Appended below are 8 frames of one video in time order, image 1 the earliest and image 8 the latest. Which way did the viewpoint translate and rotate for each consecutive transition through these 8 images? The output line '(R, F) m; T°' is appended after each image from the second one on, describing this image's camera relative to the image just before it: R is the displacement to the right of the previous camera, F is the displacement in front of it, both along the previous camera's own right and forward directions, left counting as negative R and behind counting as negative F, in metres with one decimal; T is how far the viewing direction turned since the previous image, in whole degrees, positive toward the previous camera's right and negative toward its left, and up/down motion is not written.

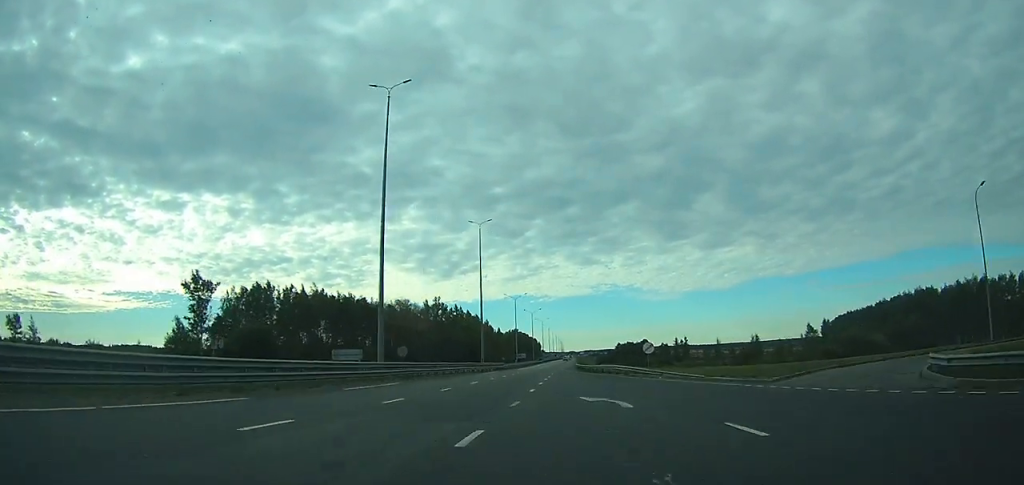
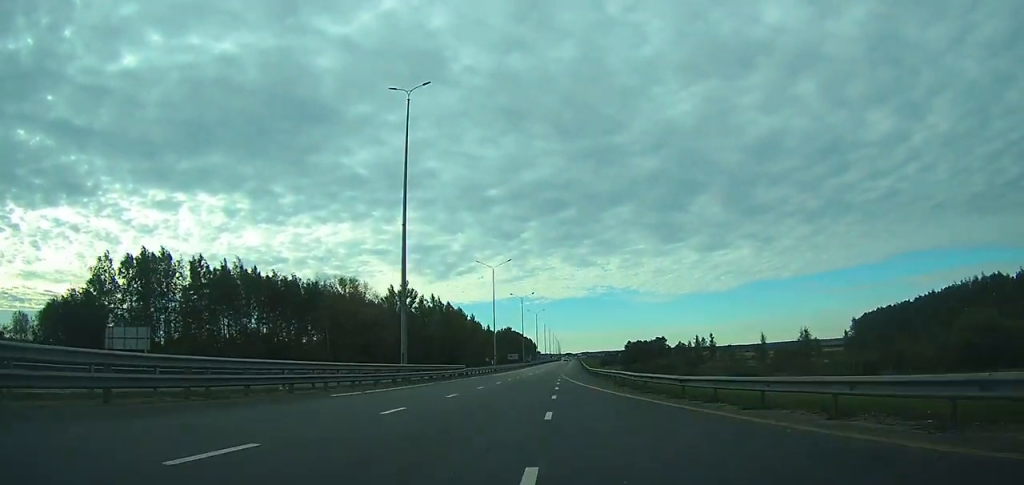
(+0.3, +45.1) m; +1°
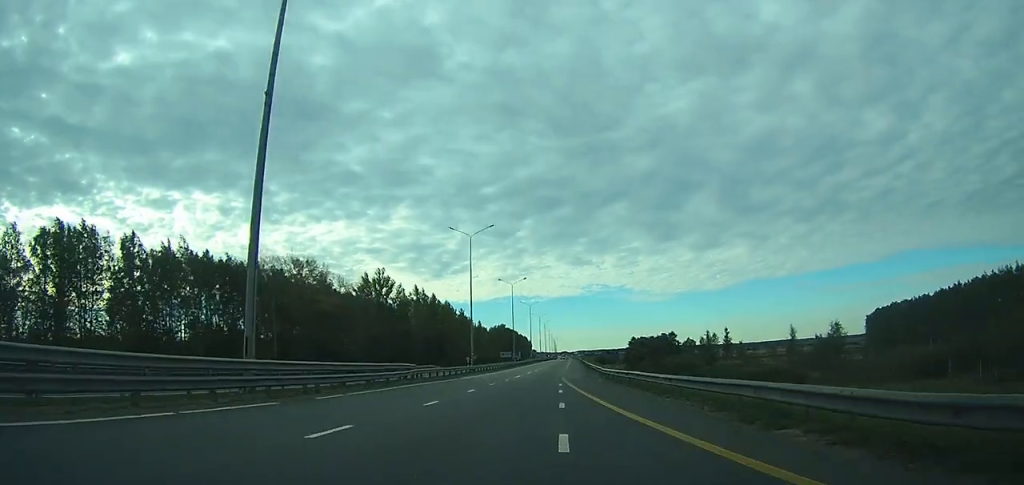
(0.0, +21.7) m; 0°
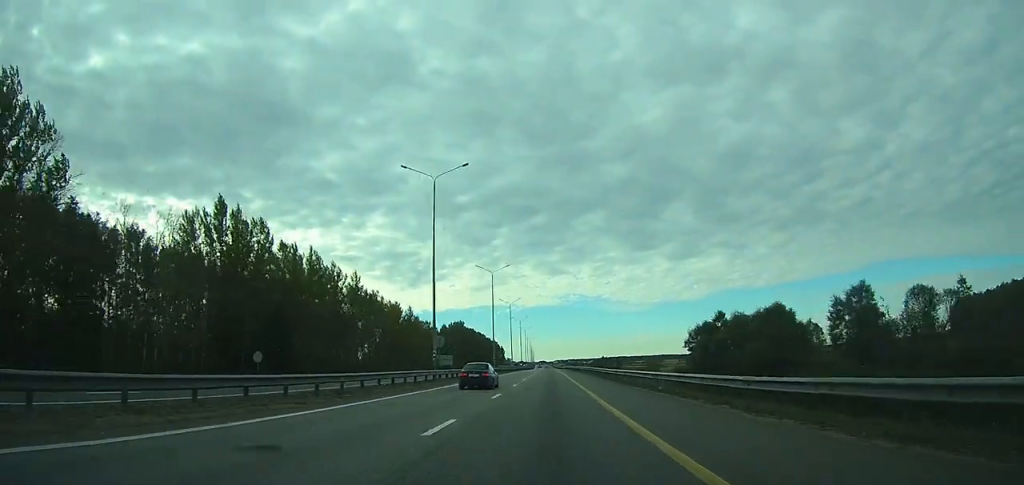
(+1.4, +113.6) m; +2°
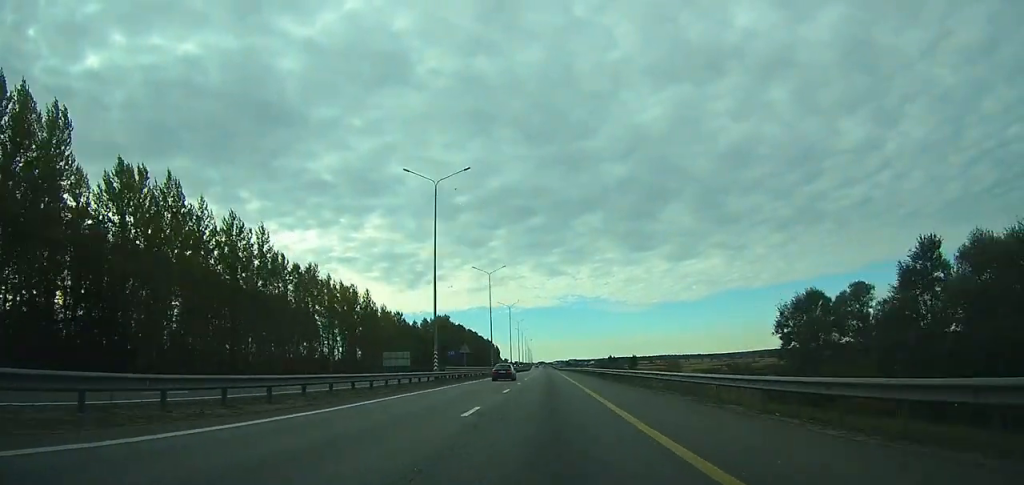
(0.0, +45.0) m; 0°
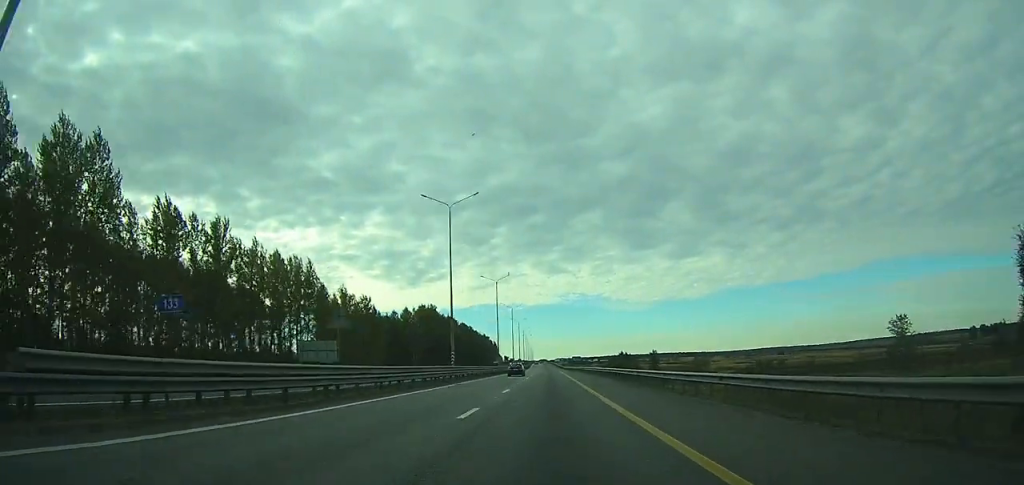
(+0.1, +37.7) m; 0°
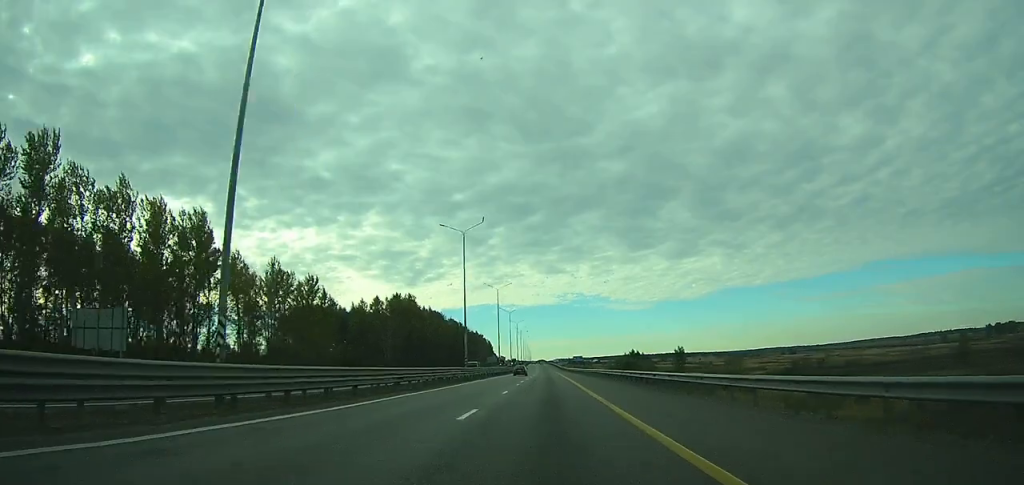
(-0.1, +36.6) m; 0°
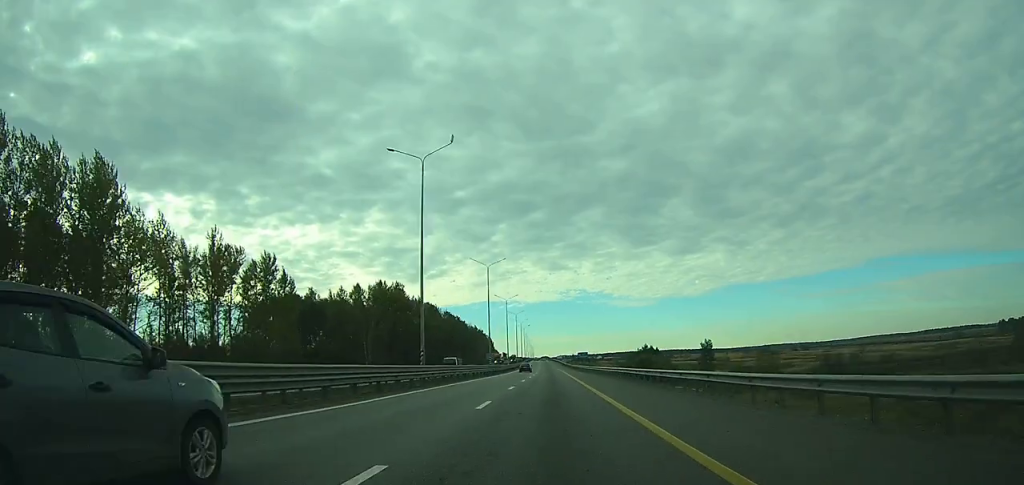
(0.0, +21.7) m; 0°
